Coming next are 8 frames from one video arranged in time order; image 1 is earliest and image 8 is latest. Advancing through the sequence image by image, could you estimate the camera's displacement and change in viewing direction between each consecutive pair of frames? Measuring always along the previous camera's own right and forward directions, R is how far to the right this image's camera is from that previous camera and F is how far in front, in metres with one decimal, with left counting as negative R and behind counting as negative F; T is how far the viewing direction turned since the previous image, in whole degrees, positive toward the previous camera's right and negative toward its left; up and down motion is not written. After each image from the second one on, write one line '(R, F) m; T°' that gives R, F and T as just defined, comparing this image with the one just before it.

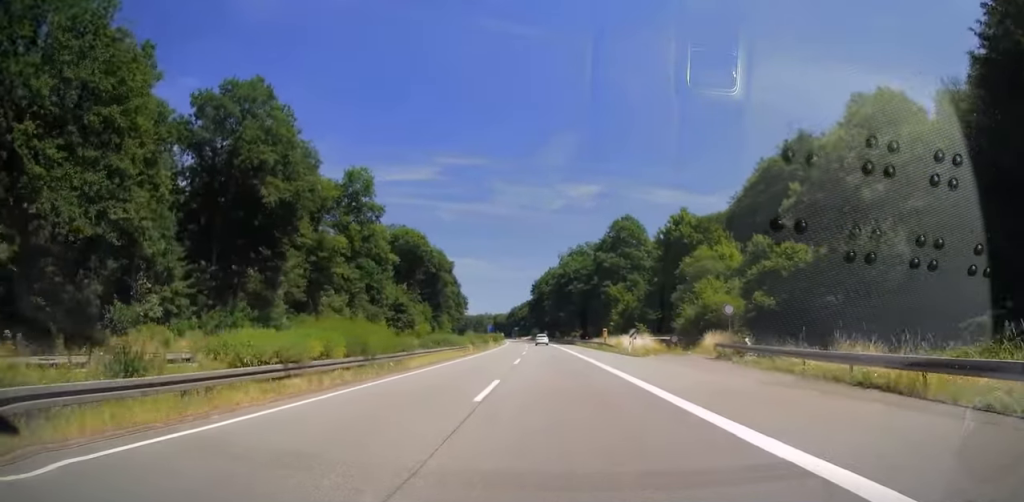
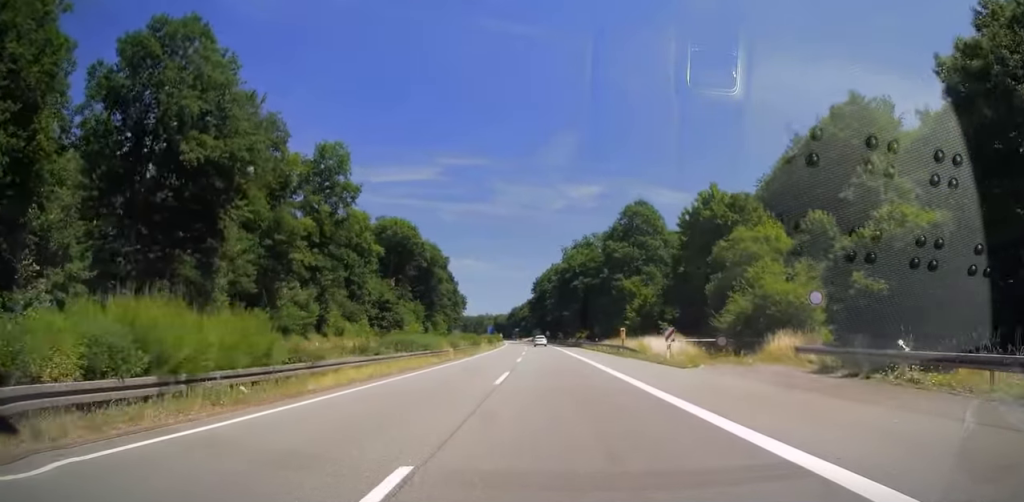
(0.0, +12.8) m; 0°
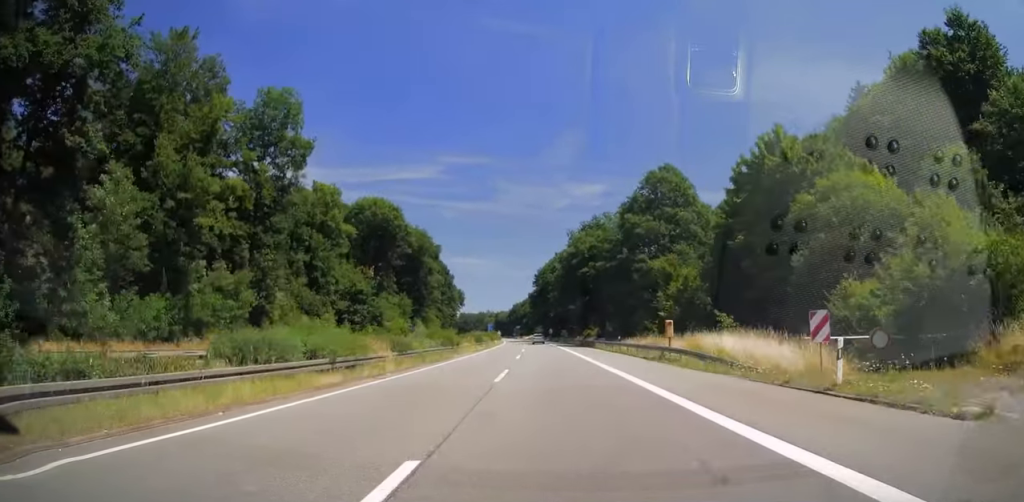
(0.0, +17.7) m; 0°
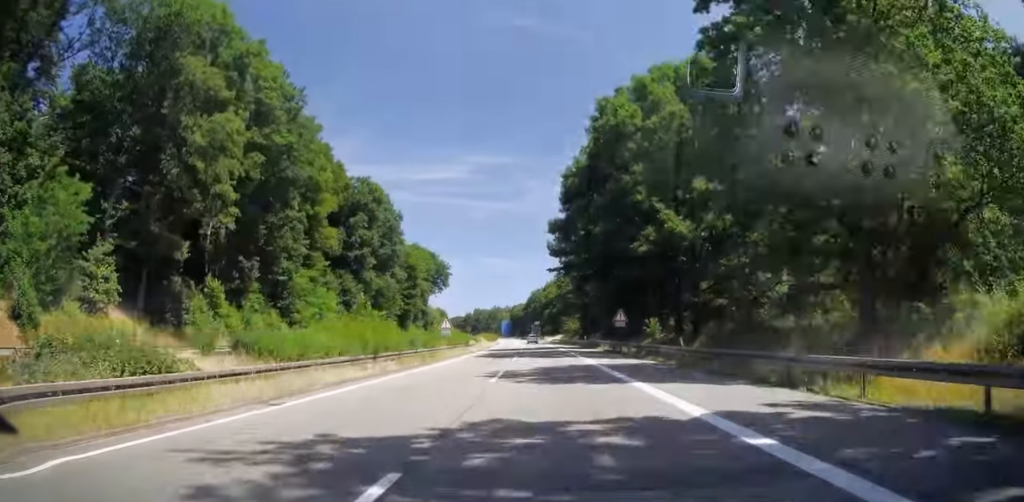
(-1.8, +108.4) m; -3°
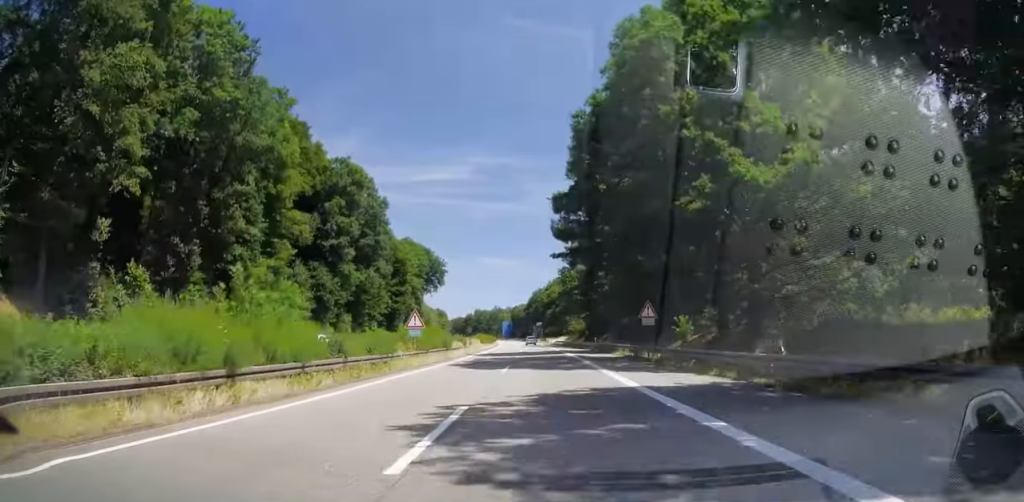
(-0.1, +11.8) m; 0°
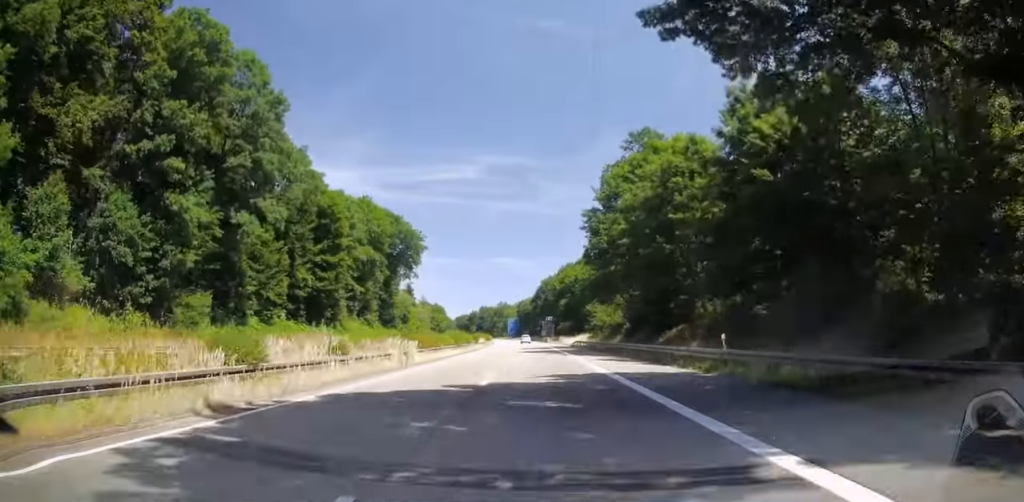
(-0.5, +43.2) m; -1°
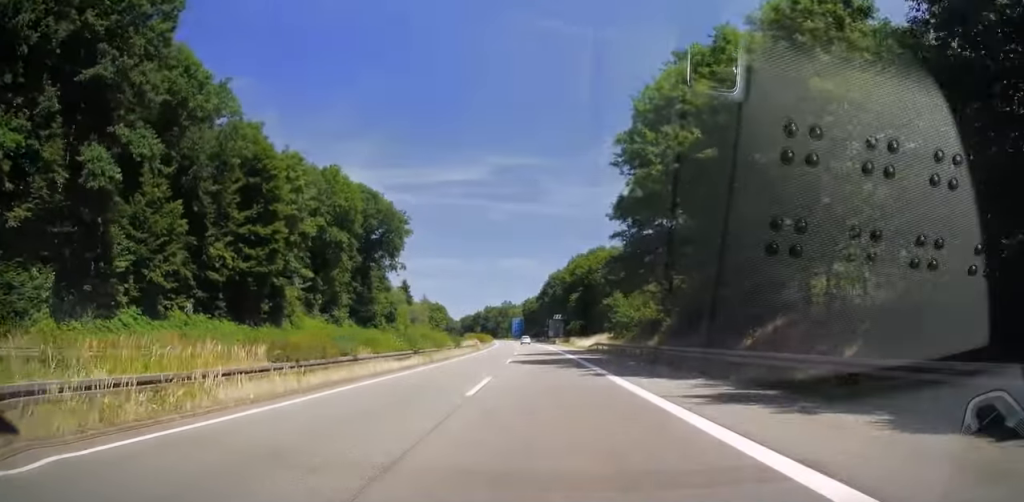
(0.0, +20.6) m; 0°
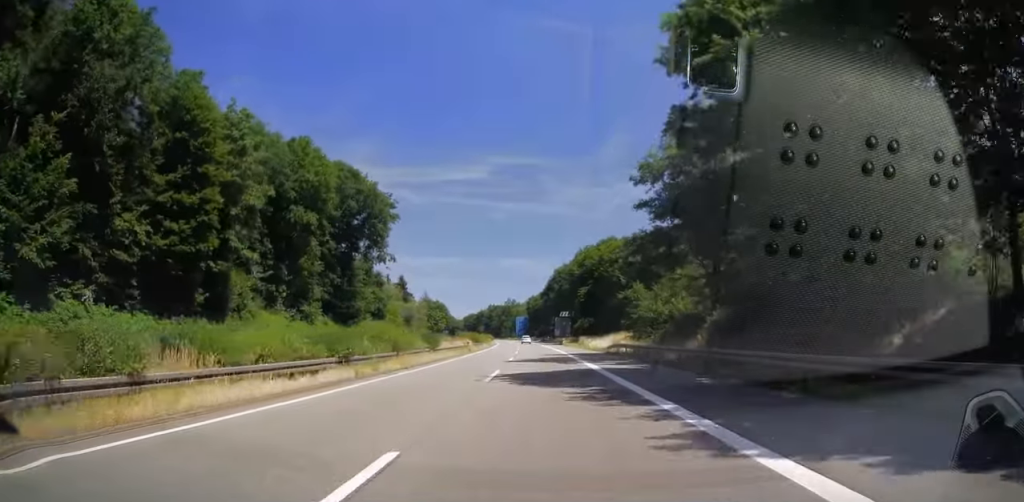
(+0.1, +13.3) m; 0°
